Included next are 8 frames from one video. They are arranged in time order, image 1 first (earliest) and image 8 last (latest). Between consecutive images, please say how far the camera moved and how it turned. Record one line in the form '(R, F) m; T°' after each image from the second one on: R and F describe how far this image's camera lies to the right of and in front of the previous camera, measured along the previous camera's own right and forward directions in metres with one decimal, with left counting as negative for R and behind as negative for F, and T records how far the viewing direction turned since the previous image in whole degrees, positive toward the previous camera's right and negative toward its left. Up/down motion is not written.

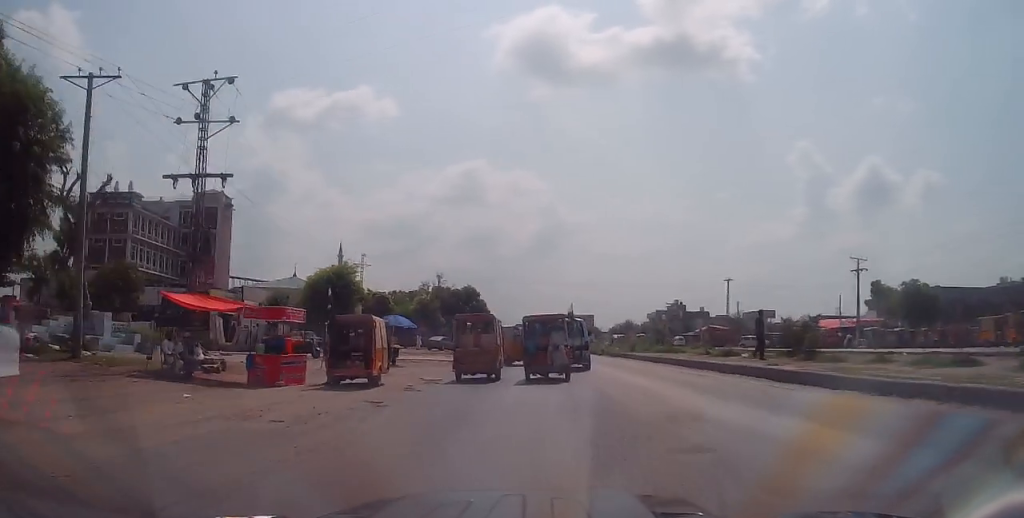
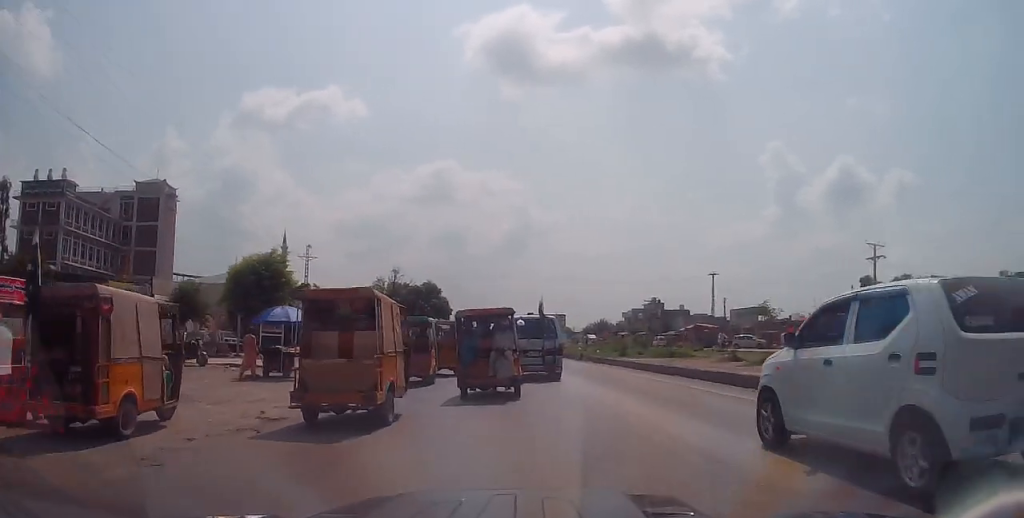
(-0.6, +9.1) m; 0°
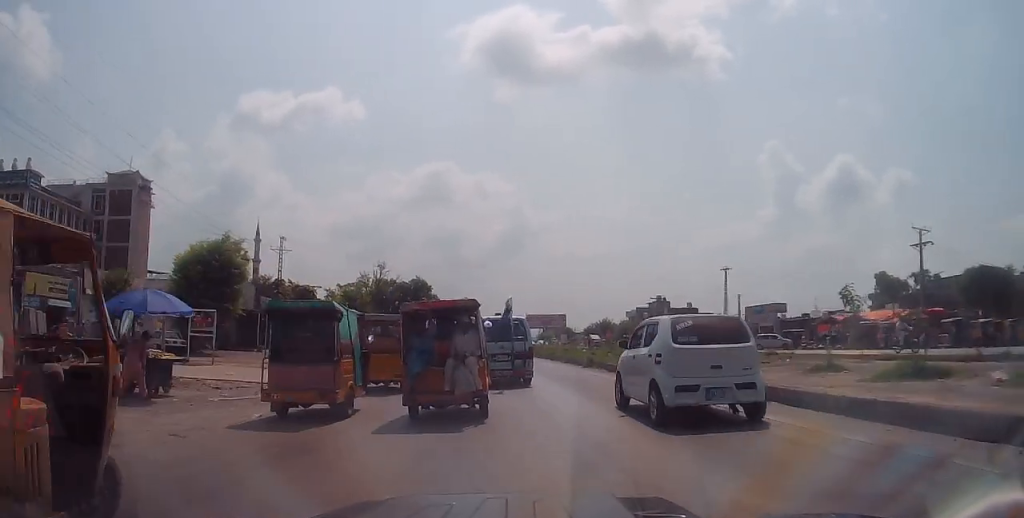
(+0.4, +7.5) m; -2°
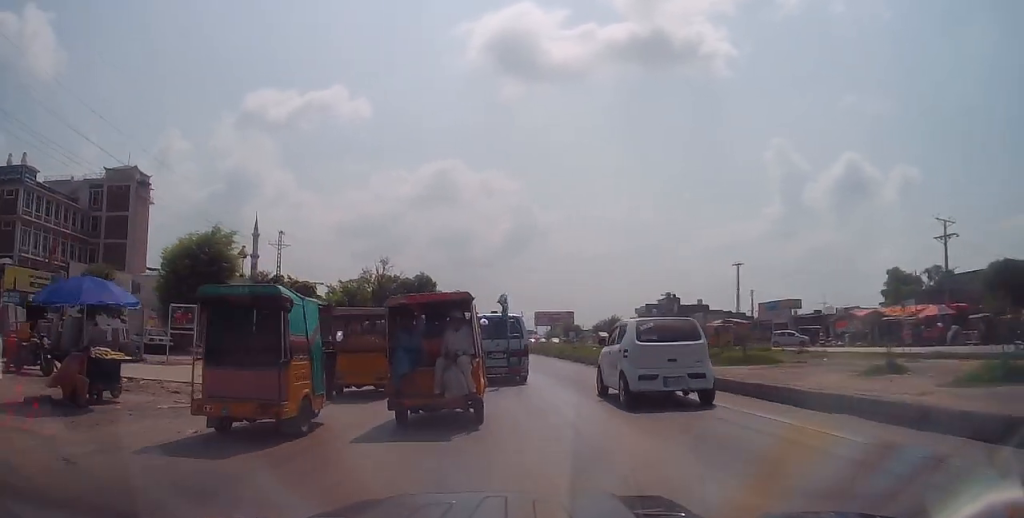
(-0.1, +2.4) m; -4°
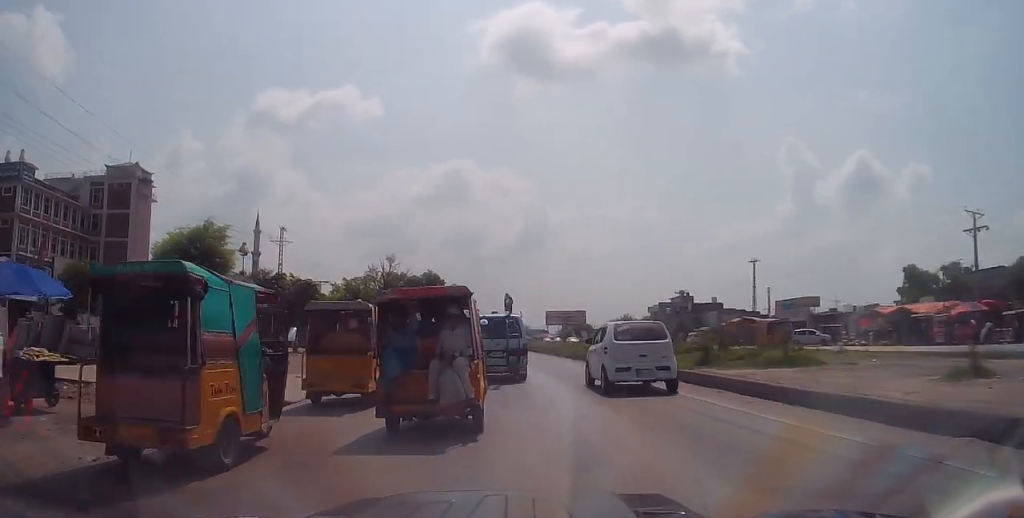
(-0.1, +2.4) m; -1°
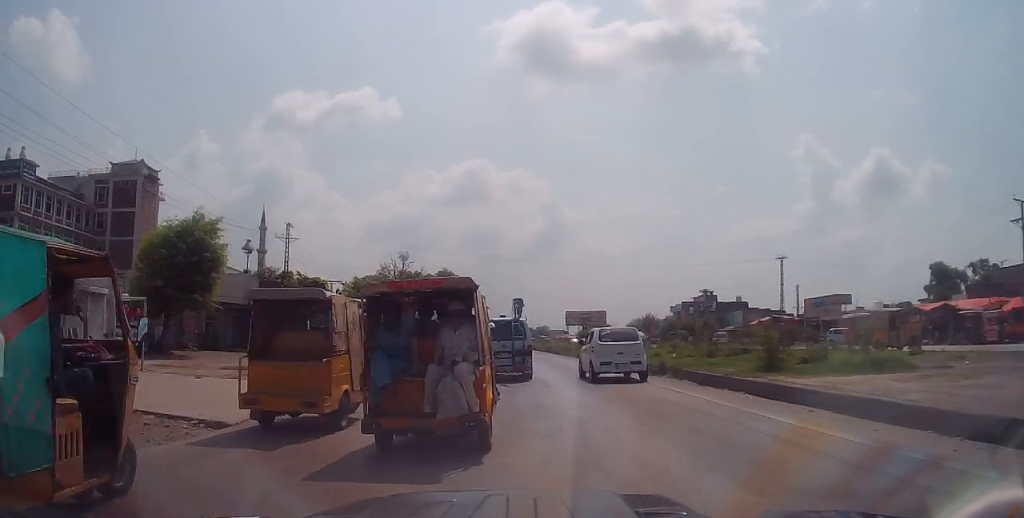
(-0.3, +3.4) m; +2°
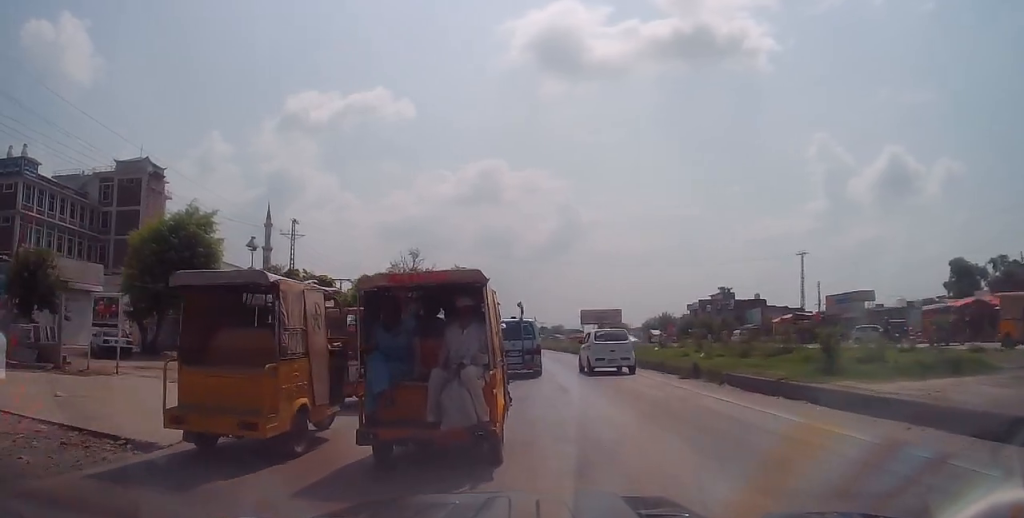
(+0.3, +2.1) m; +3°
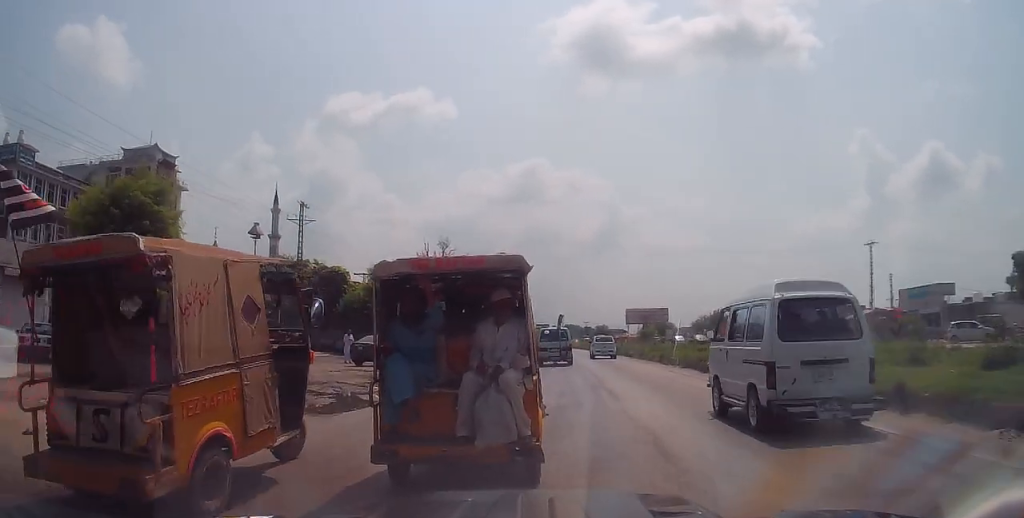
(-0.2, +8.2) m; -5°
